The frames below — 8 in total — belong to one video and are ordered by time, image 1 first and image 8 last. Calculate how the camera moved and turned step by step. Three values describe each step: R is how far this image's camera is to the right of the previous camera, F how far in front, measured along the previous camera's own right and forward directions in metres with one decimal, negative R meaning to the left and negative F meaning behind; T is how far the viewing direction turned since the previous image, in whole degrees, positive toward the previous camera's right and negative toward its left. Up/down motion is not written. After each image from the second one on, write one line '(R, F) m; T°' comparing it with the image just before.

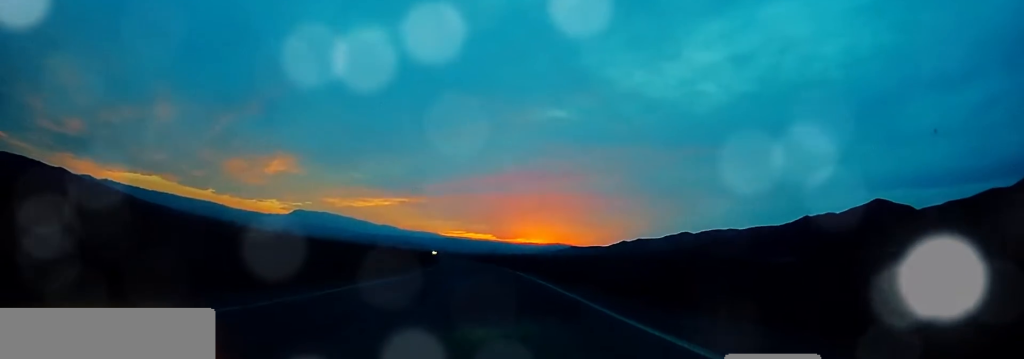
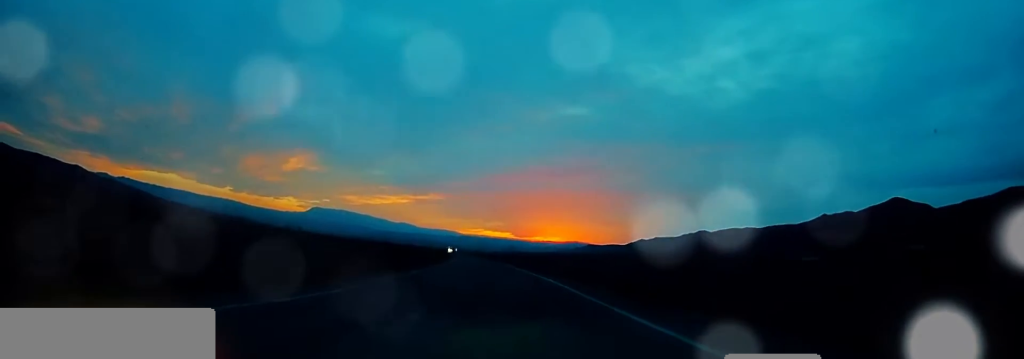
(-0.7, +16.1) m; -2°
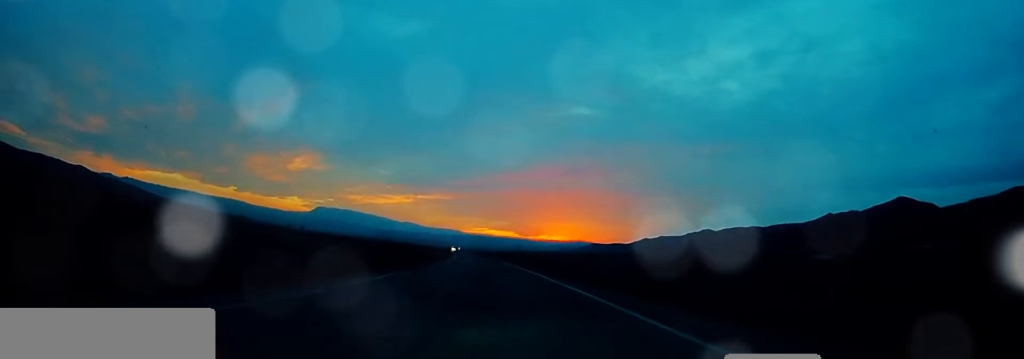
(-0.6, +9.1) m; 0°
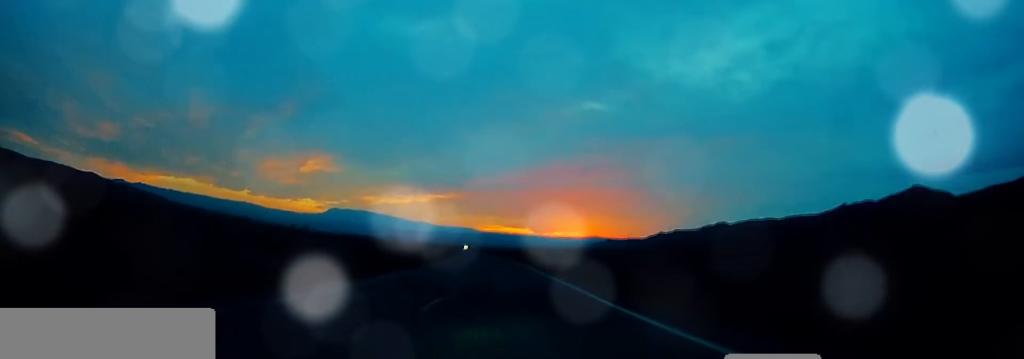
(+0.9, +25.5) m; 0°
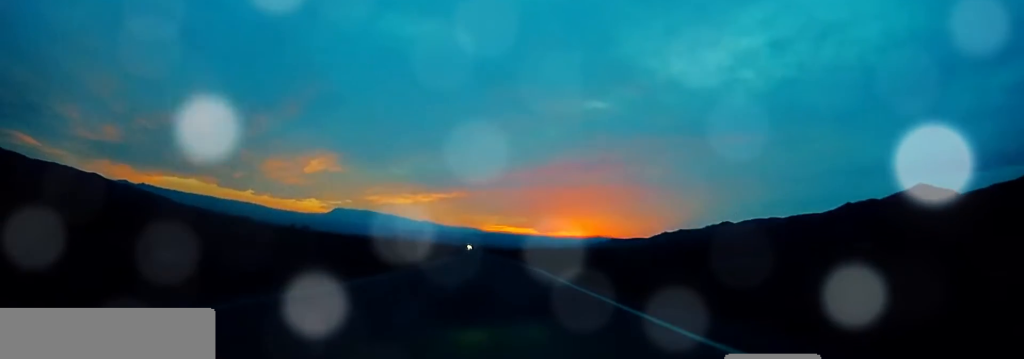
(-0.4, +8.4) m; -1°
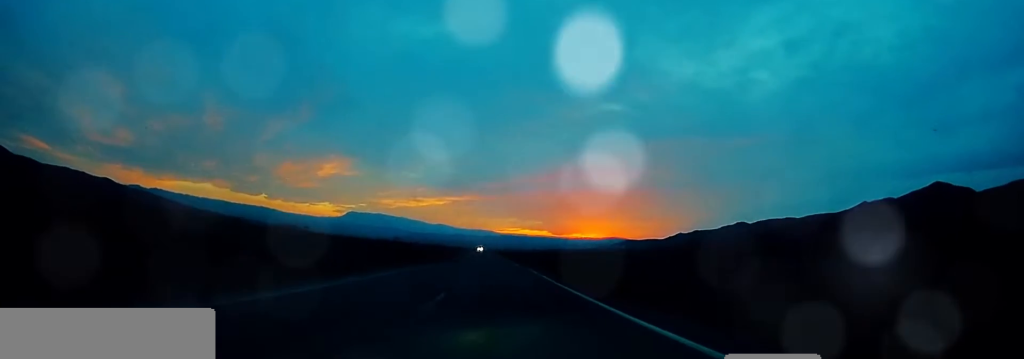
(-1.2, +39.8) m; -2°
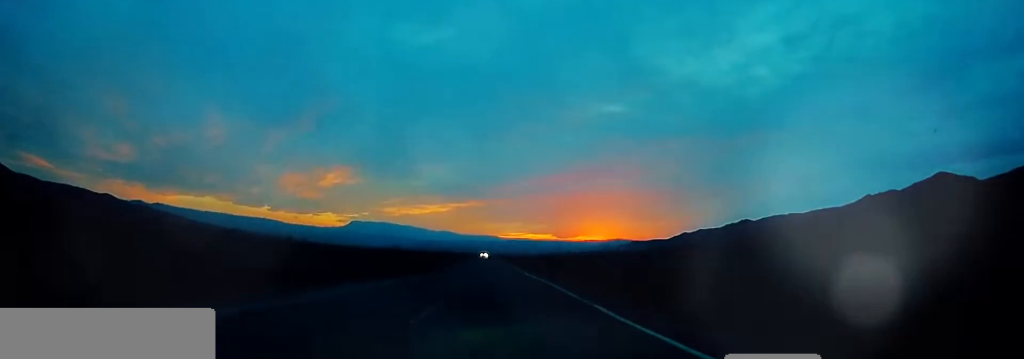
(0.0, +13.2) m; 0°
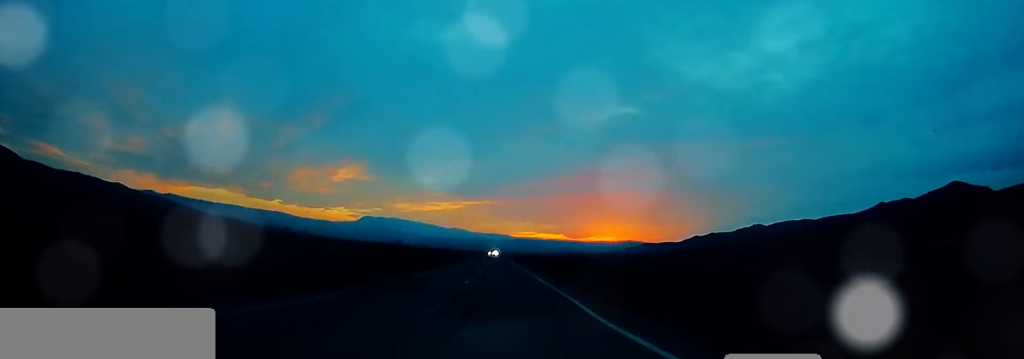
(-0.2, +21.3) m; -4°
